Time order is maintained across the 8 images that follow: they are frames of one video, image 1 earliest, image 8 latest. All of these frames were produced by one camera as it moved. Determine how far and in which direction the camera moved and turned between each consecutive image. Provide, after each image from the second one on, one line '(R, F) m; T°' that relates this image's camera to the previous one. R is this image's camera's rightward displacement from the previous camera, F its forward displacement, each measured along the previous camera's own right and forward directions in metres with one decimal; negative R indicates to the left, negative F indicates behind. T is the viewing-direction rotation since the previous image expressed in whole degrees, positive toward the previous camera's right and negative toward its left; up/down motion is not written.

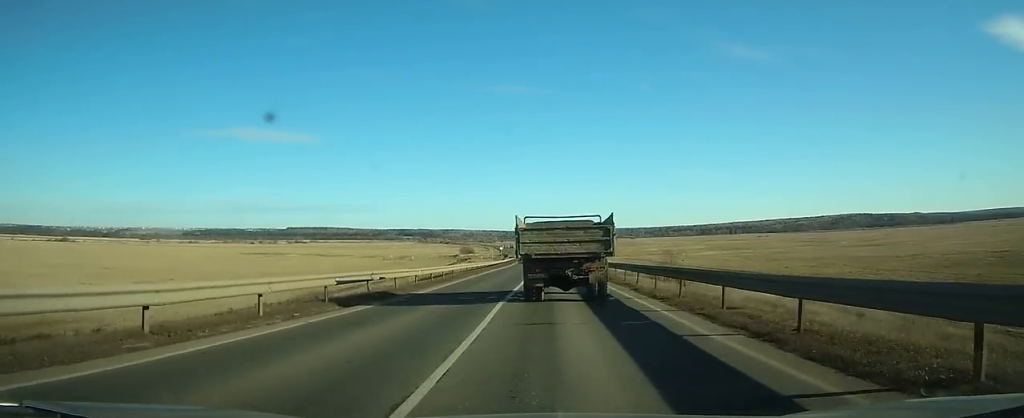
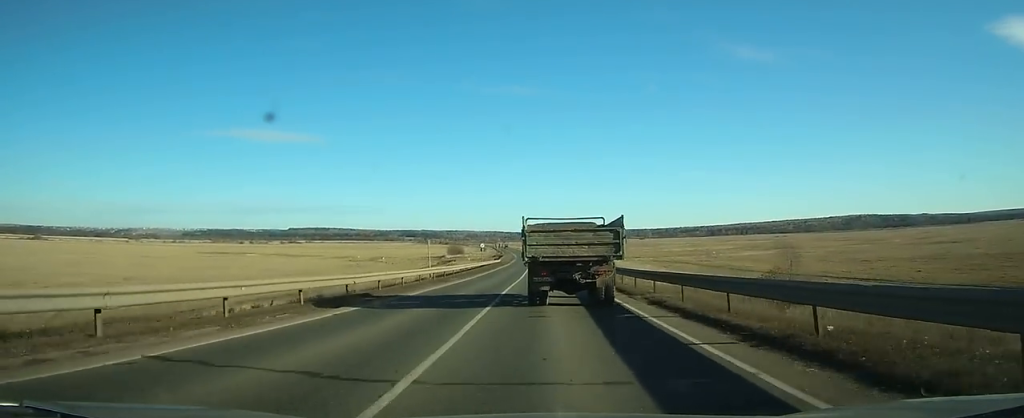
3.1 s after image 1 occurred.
(+0.2, +53.7) m; 0°
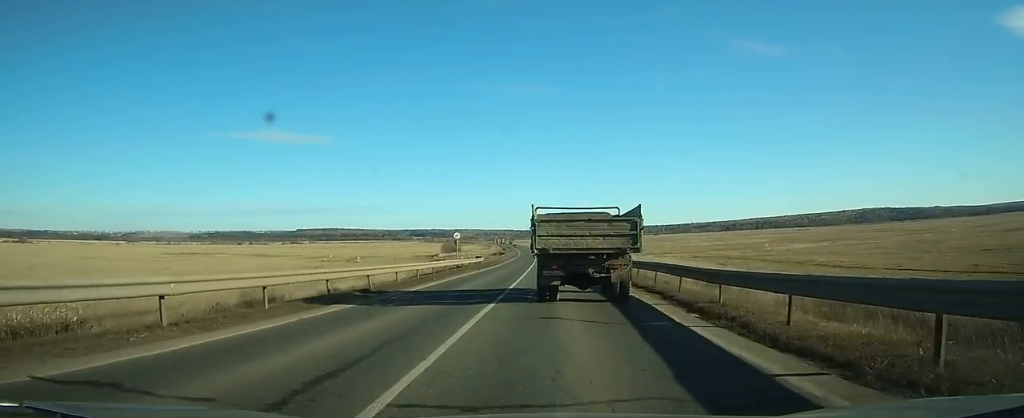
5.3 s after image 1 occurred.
(-0.1, +38.6) m; 0°
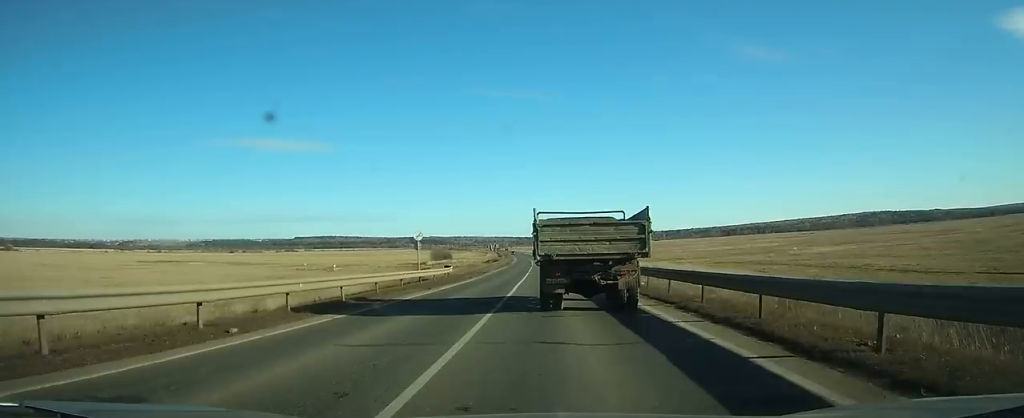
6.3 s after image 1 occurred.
(-0.1, +18.7) m; 0°
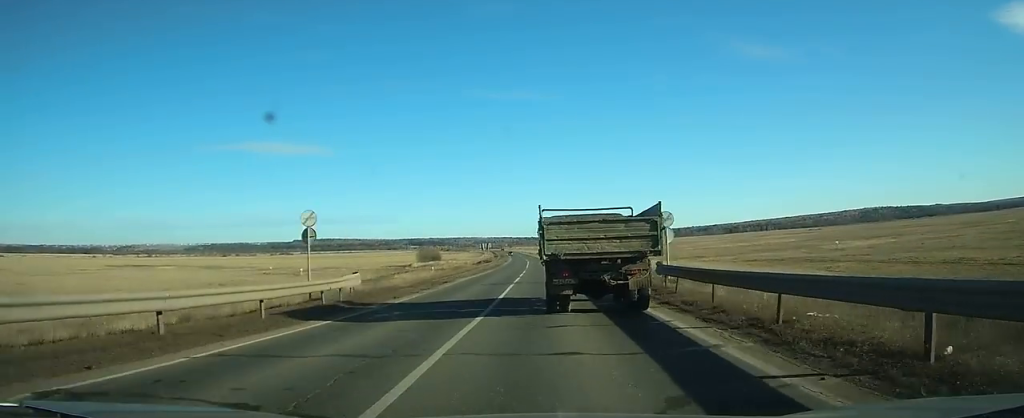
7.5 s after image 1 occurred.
(0.0, +21.1) m; 0°
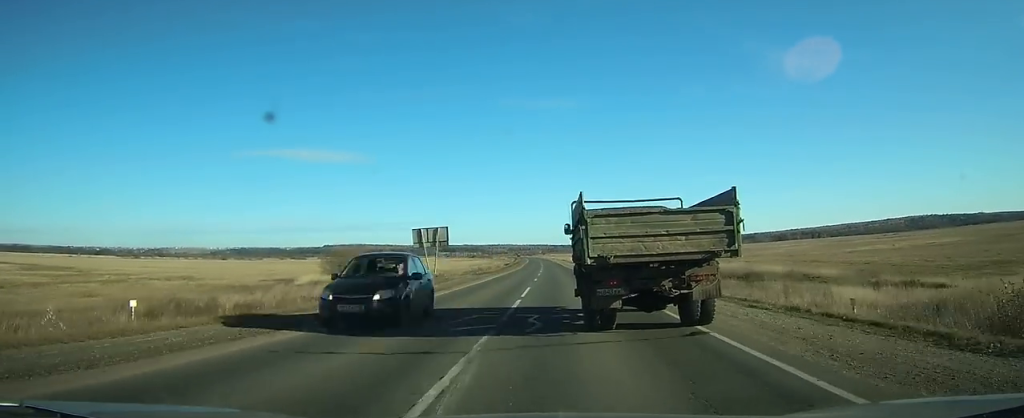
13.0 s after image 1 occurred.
(-0.7, +97.2) m; -2°
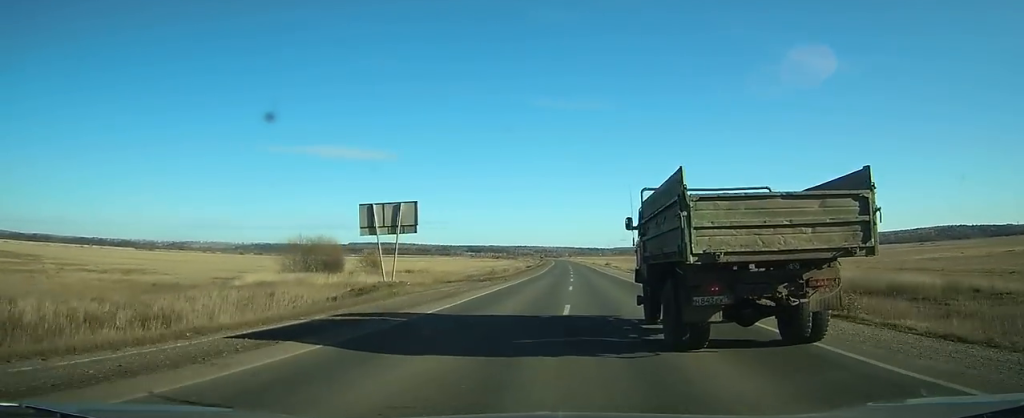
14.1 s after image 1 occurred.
(-0.1, +21.2) m; -1°
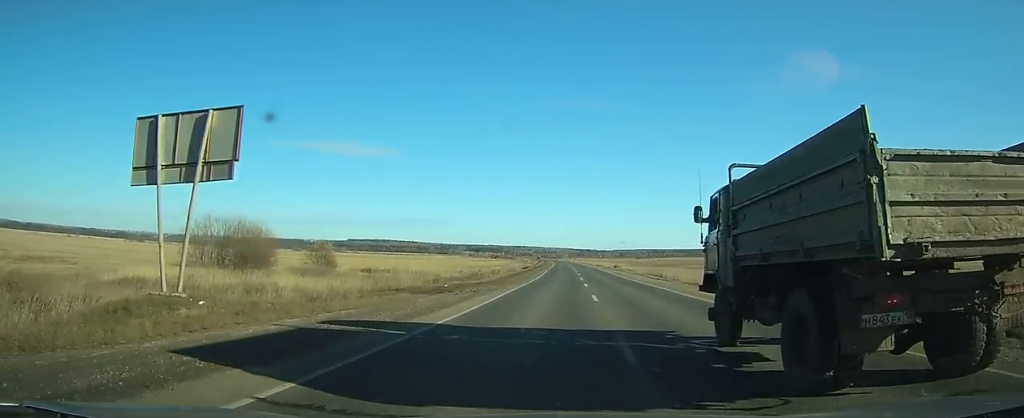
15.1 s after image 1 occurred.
(-0.1, +17.9) m; -1°
